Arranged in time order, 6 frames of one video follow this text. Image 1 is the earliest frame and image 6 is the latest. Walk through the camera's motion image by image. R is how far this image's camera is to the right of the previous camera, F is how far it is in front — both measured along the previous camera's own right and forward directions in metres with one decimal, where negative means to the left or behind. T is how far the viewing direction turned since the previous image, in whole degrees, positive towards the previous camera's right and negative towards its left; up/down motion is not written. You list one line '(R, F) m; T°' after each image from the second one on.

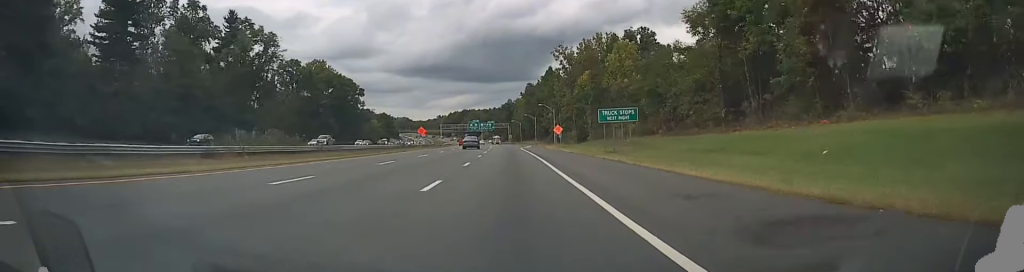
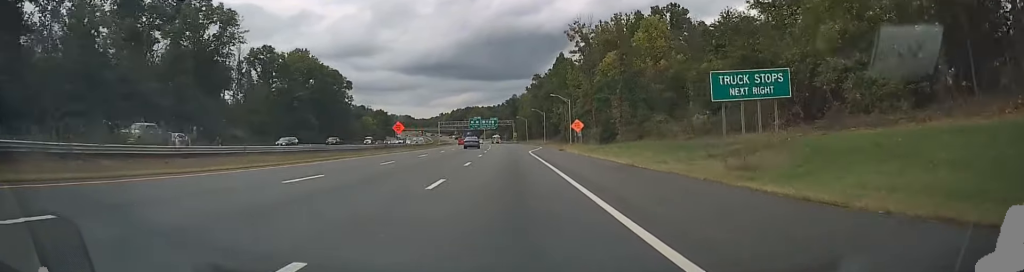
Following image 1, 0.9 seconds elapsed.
(-0.2, +22.6) m; -1°
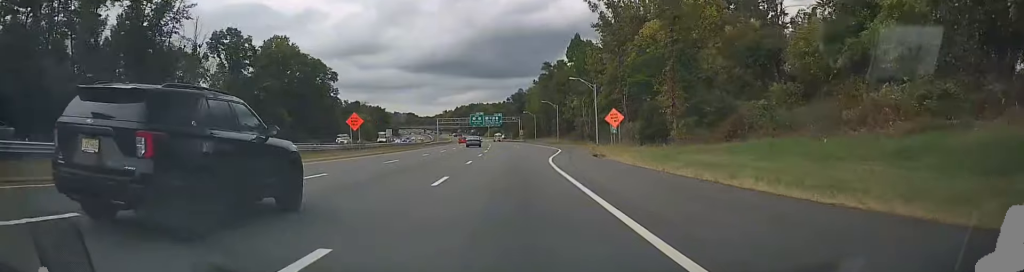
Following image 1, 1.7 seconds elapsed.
(-0.1, +23.9) m; 0°
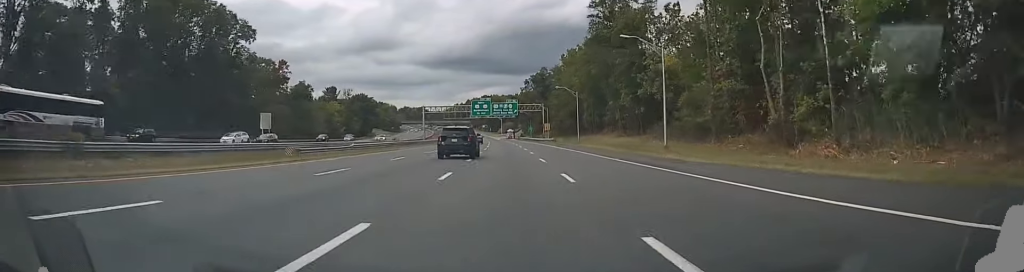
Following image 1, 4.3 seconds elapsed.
(-1.1, +72.7) m; -2°
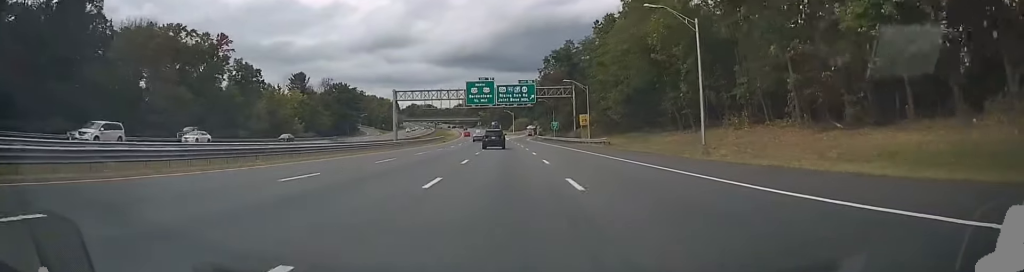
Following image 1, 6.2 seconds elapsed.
(-0.2, +45.9) m; -1°
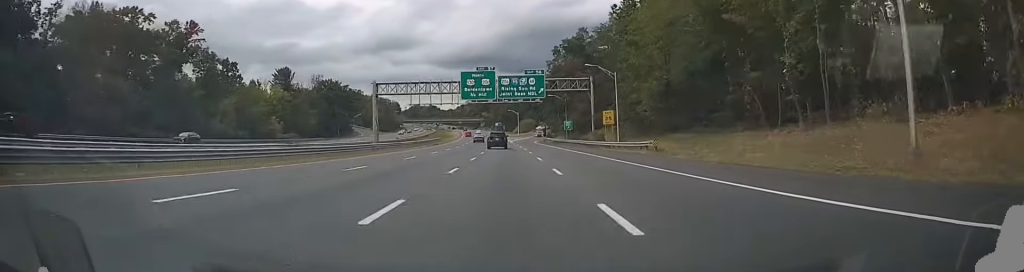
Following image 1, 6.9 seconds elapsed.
(-0.1, +14.9) m; -1°
